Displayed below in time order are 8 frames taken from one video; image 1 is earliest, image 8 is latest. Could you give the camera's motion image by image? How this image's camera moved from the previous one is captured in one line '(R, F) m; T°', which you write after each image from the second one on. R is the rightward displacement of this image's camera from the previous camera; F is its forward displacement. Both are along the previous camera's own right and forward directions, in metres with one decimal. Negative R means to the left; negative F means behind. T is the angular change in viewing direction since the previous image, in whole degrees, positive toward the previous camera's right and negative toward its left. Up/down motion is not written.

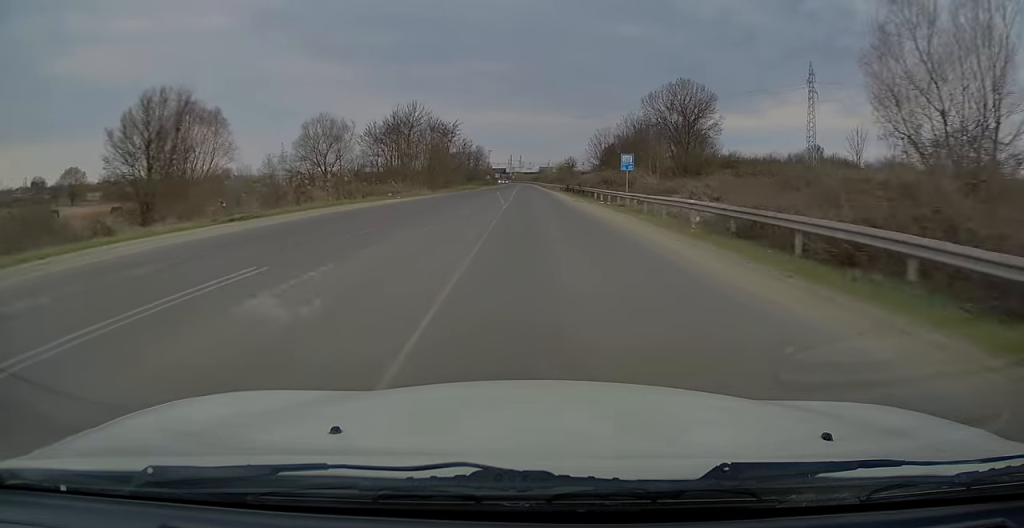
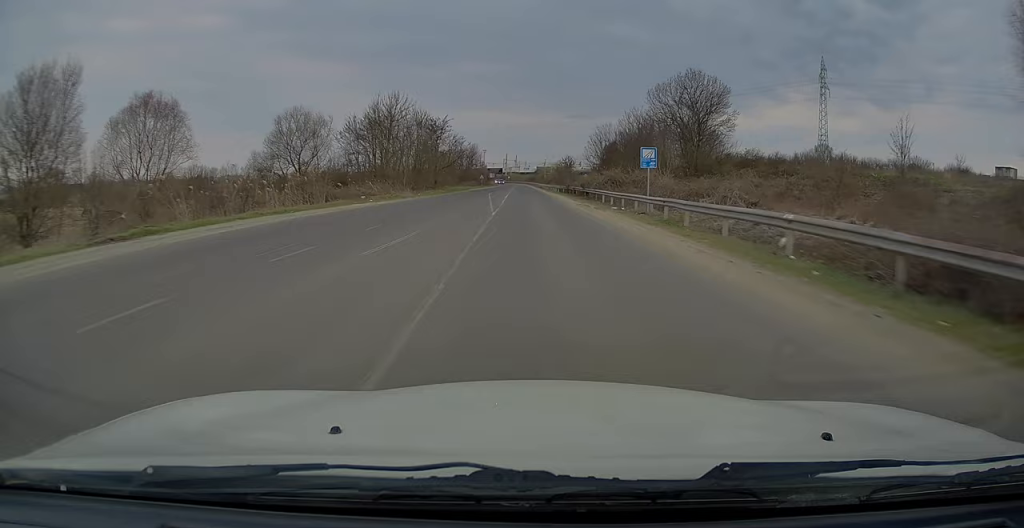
(+0.1, +7.6) m; 0°
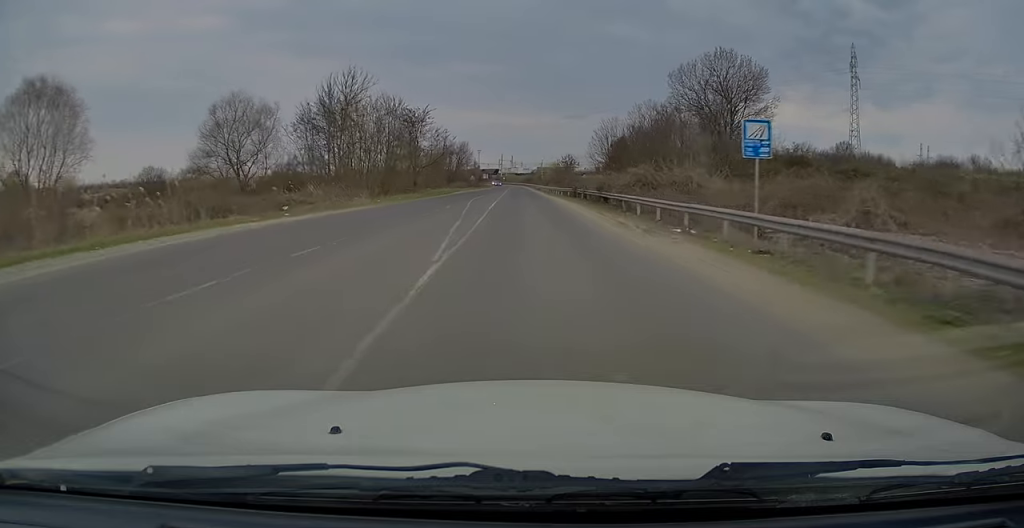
(+0.1, +14.4) m; +1°
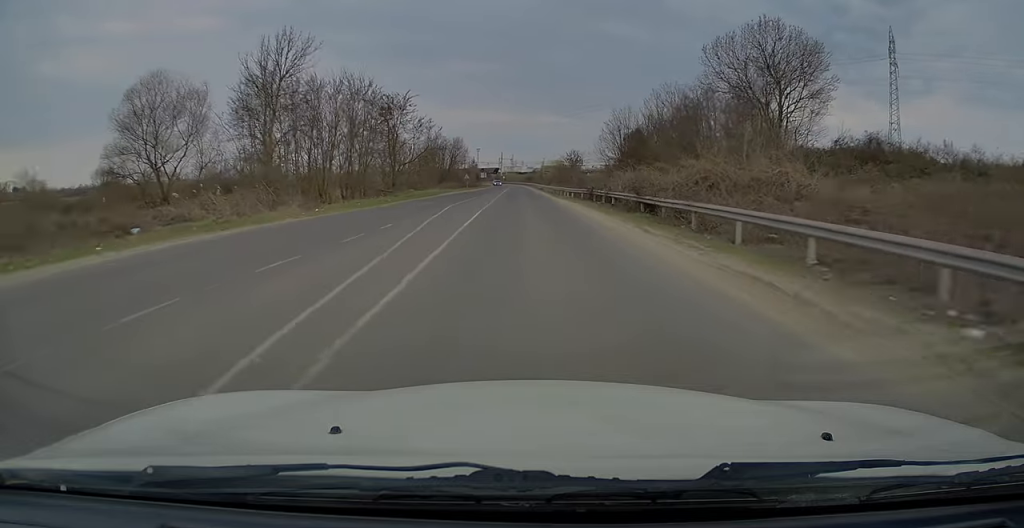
(0.0, +13.1) m; 0°
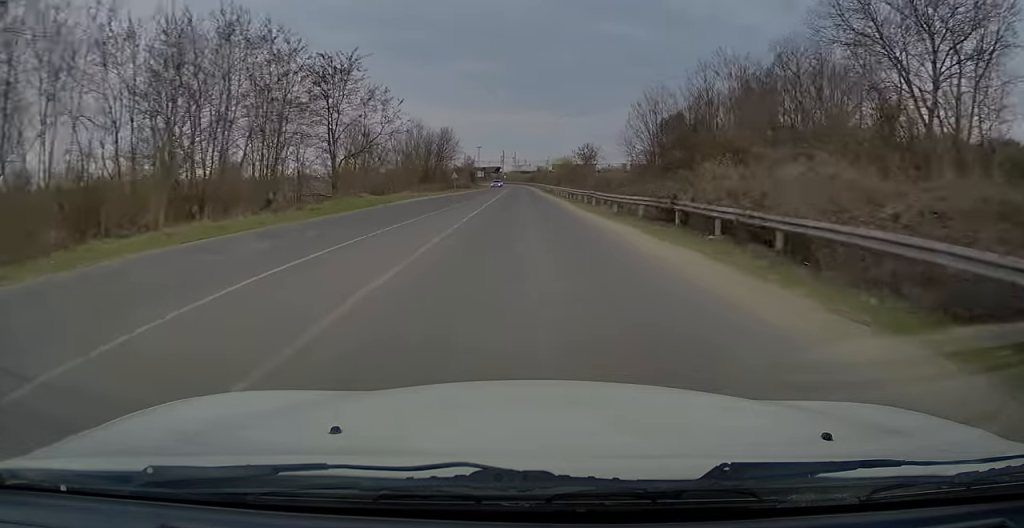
(-0.1, +21.9) m; -1°
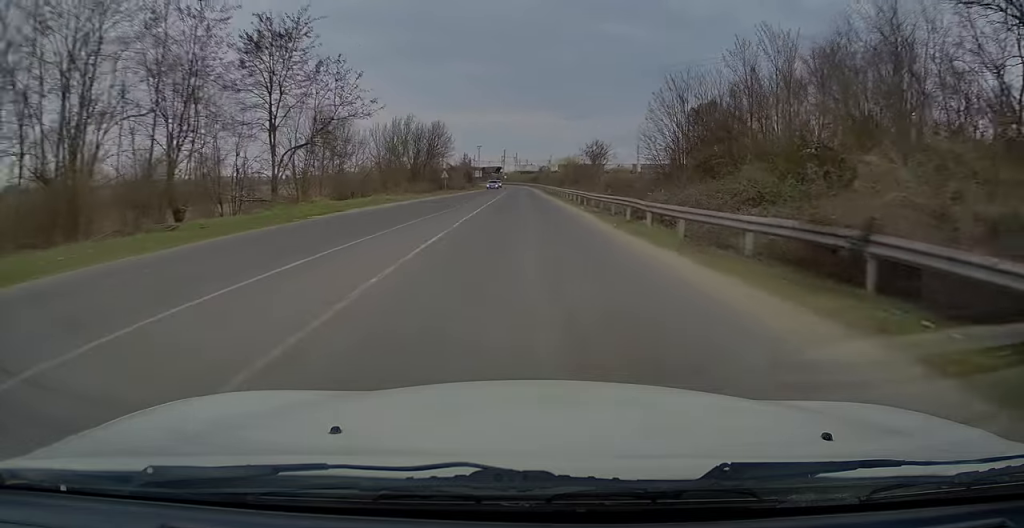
(0.0, +11.2) m; 0°
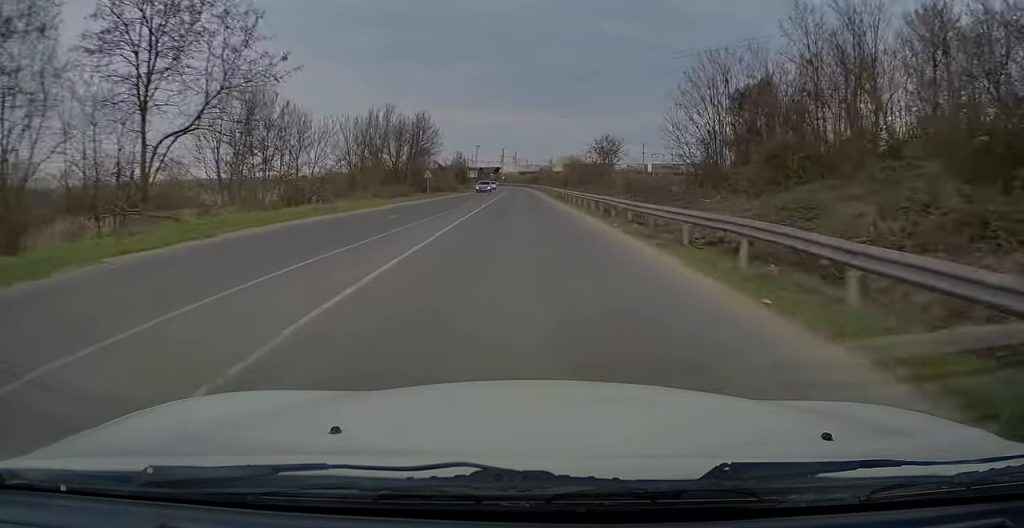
(0.0, +12.5) m; 0°
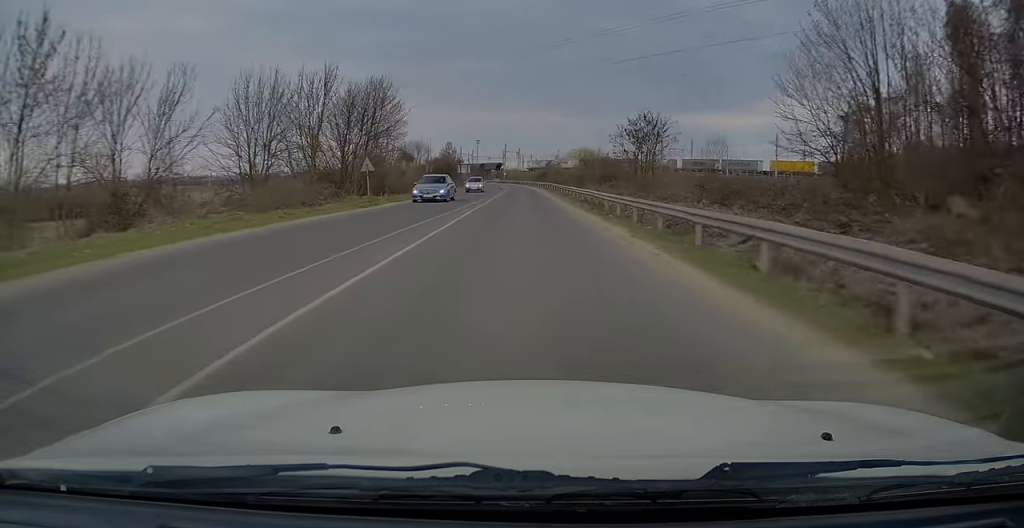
(-0.1, +23.7) m; 0°
